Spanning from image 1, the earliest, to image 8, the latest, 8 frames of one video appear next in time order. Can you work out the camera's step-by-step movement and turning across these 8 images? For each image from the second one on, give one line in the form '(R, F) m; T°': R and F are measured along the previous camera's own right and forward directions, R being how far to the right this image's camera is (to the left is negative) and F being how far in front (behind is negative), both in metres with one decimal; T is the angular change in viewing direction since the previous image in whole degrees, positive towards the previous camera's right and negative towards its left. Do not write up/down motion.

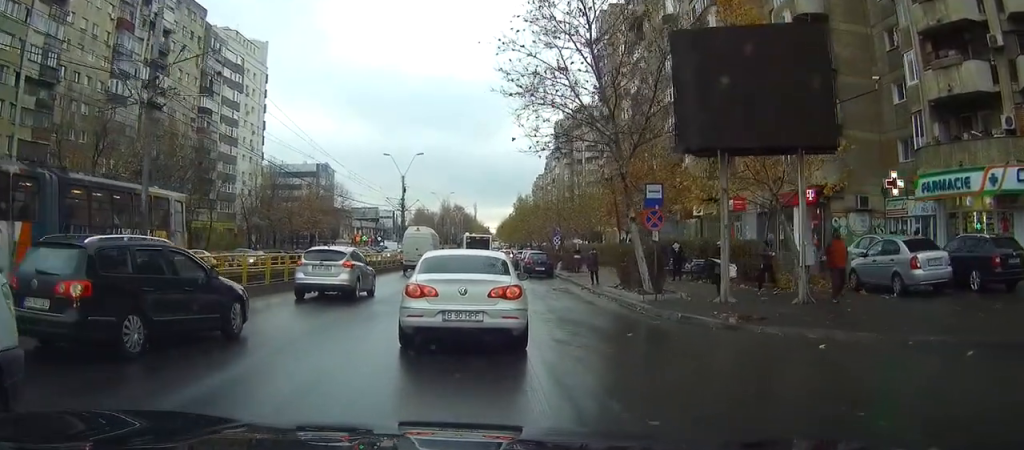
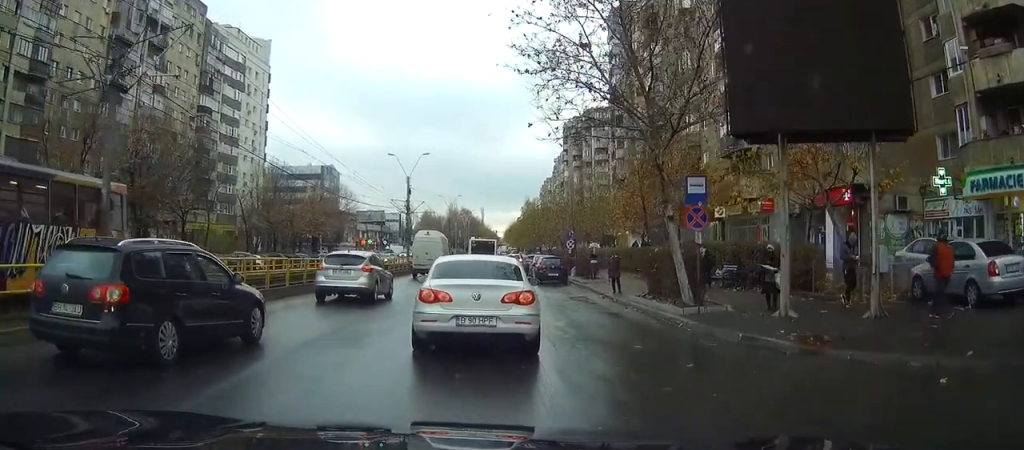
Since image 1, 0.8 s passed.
(-0.1, +2.9) m; -2°
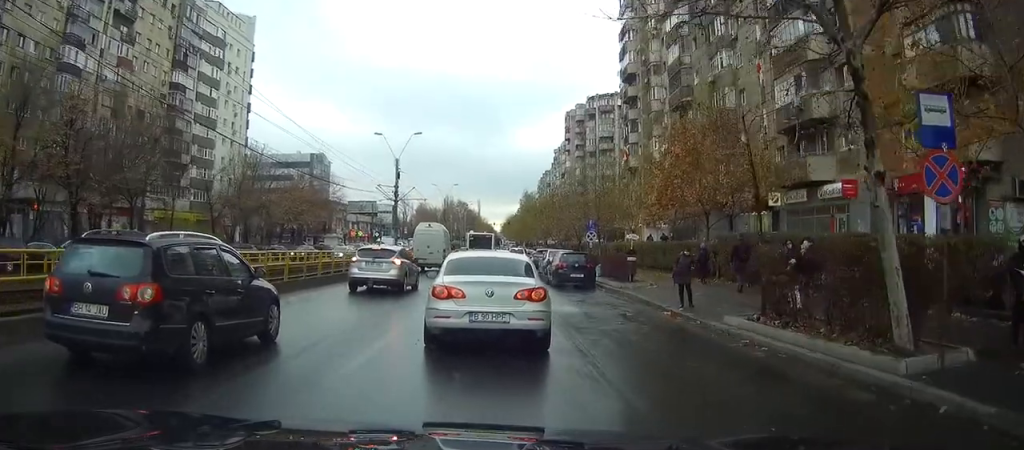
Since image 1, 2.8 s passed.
(-0.1, +8.8) m; 0°
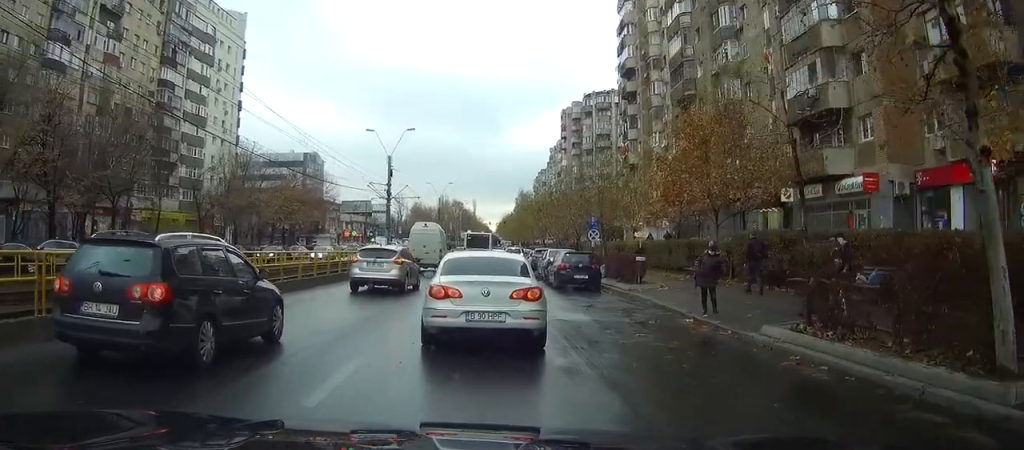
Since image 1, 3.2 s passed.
(+0.1, +2.2) m; 0°
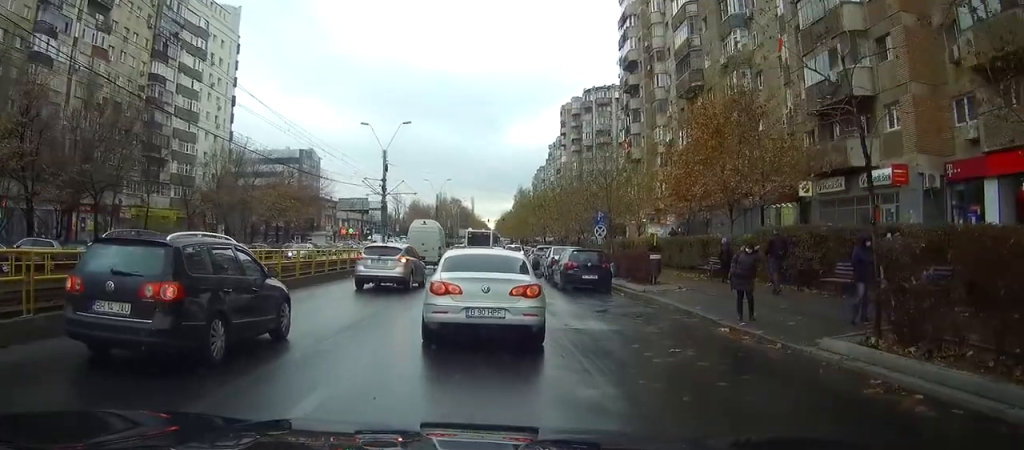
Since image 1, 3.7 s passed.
(-0.1, +2.3) m; 0°
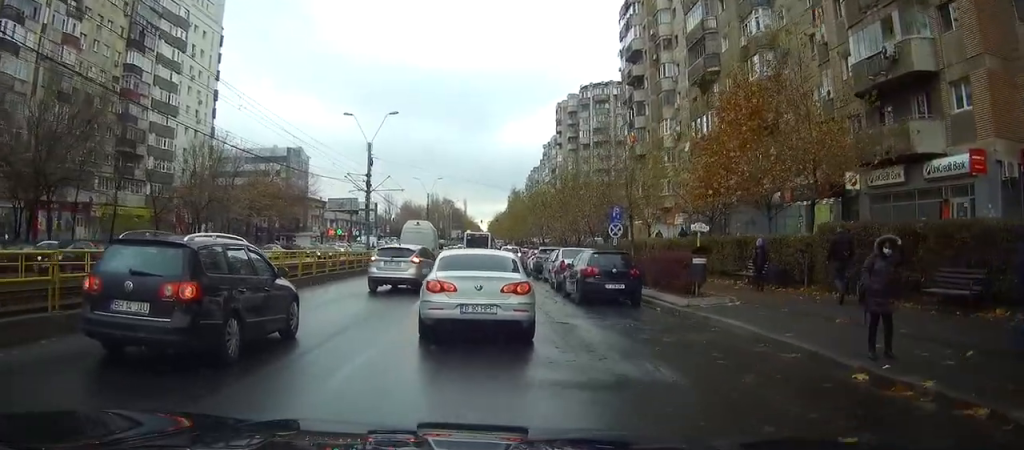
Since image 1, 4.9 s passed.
(+0.1, +5.1) m; +3°
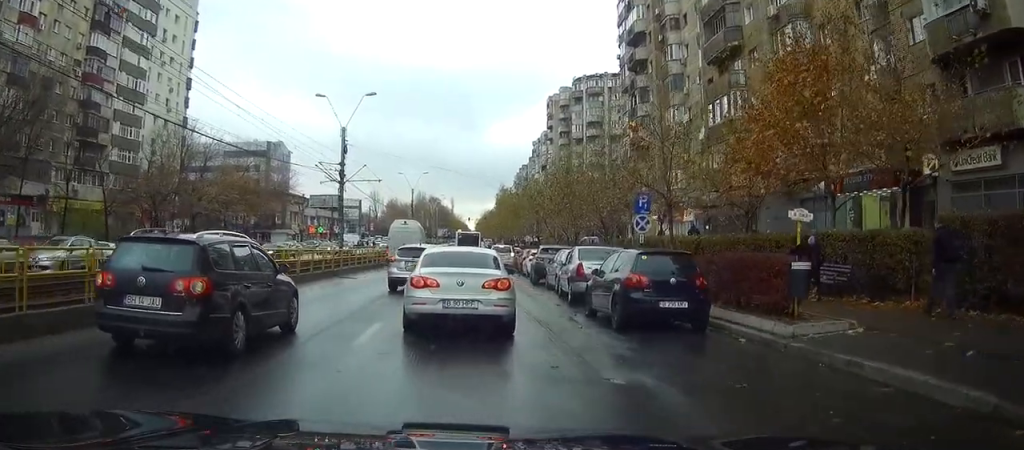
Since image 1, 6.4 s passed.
(+0.1, +6.5) m; -1°
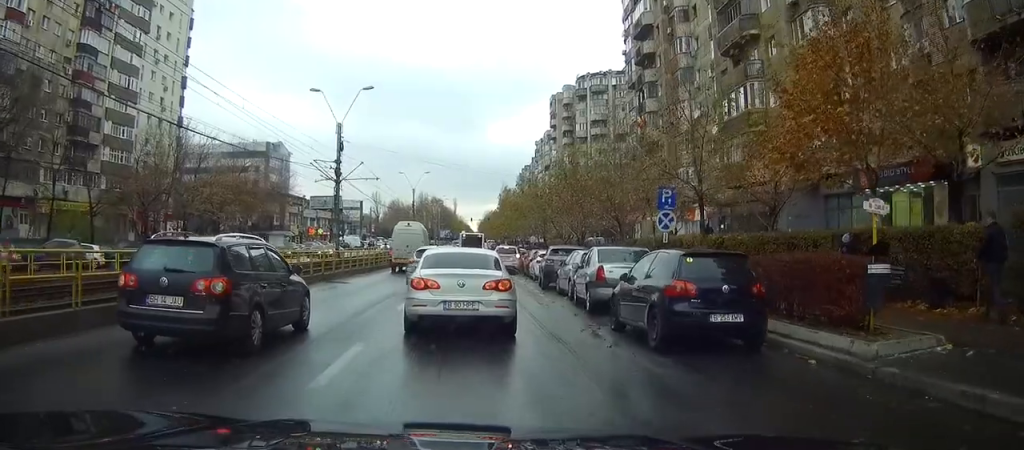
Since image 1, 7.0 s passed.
(+0.1, +2.5) m; -4°
